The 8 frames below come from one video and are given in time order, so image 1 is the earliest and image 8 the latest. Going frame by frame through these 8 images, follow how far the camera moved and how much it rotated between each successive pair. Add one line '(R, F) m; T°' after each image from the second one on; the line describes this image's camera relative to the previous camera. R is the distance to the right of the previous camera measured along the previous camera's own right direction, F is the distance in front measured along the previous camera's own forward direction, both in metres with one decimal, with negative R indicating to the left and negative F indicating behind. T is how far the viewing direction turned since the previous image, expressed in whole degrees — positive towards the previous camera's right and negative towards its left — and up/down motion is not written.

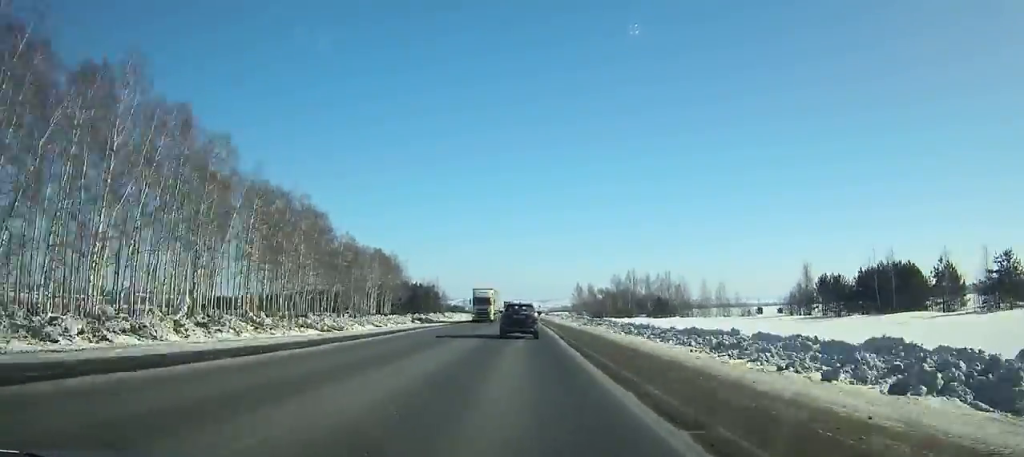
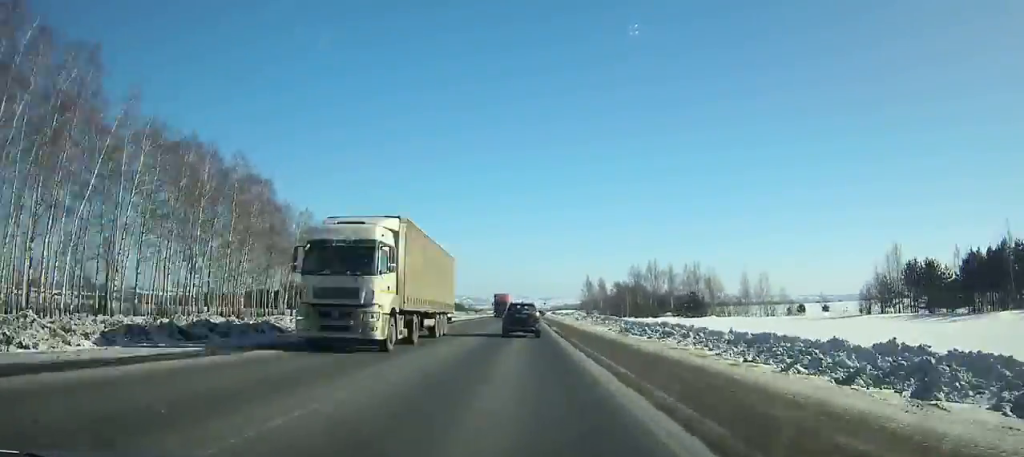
(+0.3, +29.9) m; 0°
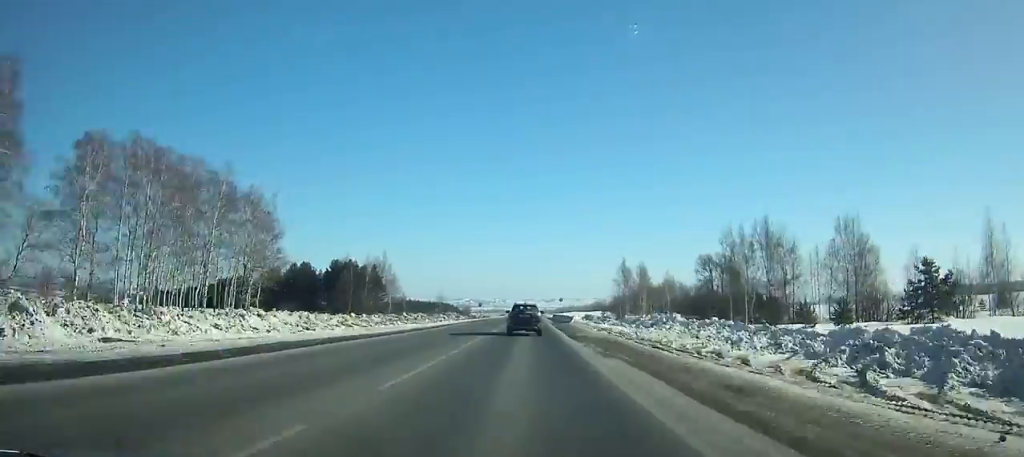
(-0.6, +79.9) m; 0°
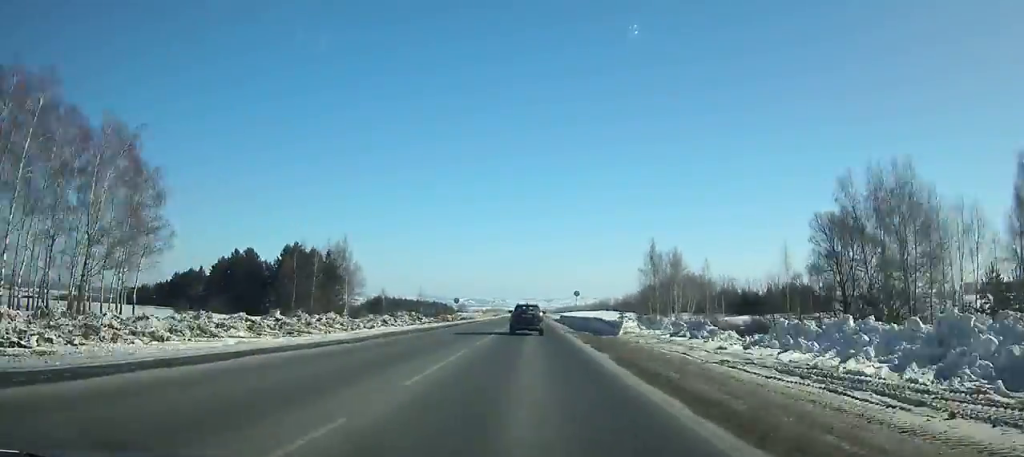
(+0.1, +35.1) m; 0°
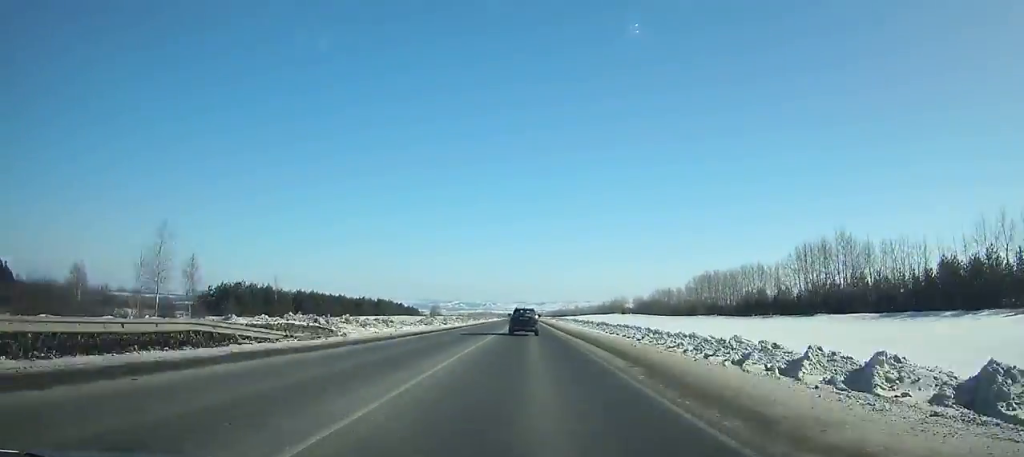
(+1.0, +125.9) m; +1°
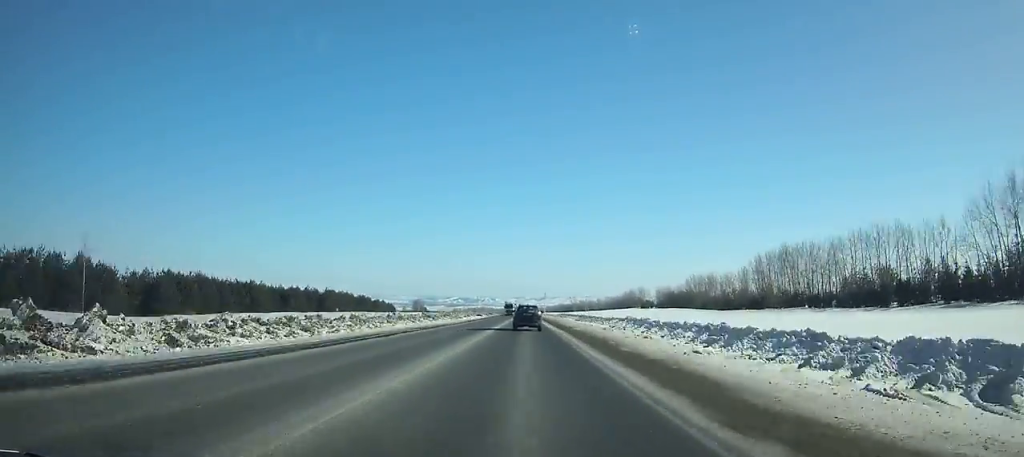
(+0.1, +68.6) m; 0°
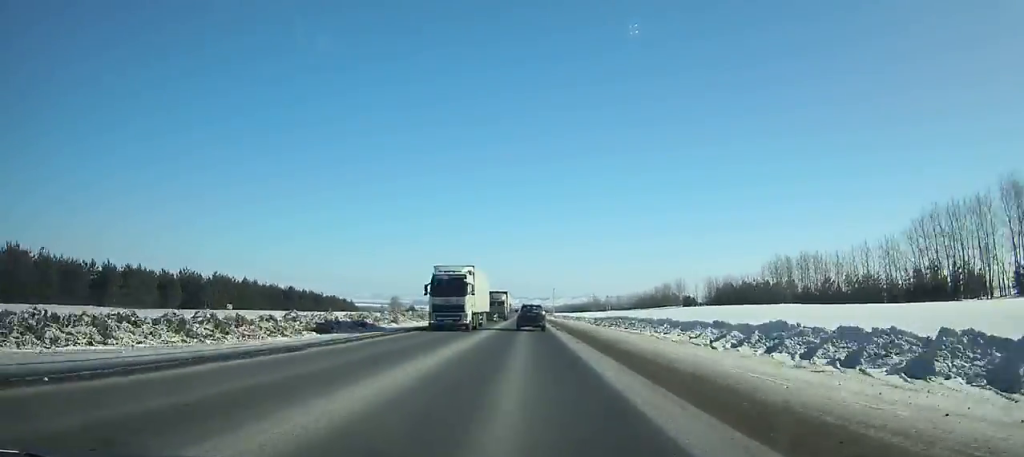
(-0.2, +76.8) m; -1°
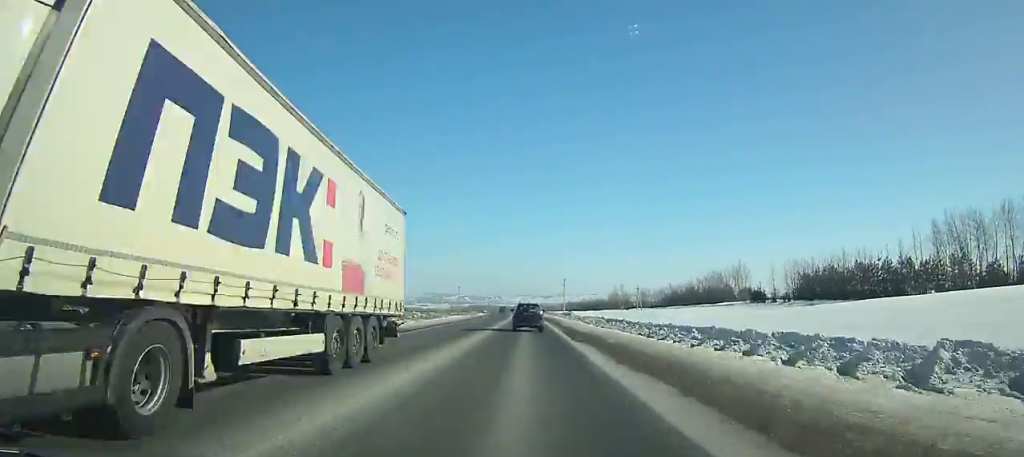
(-0.4, +69.3) m; -1°
